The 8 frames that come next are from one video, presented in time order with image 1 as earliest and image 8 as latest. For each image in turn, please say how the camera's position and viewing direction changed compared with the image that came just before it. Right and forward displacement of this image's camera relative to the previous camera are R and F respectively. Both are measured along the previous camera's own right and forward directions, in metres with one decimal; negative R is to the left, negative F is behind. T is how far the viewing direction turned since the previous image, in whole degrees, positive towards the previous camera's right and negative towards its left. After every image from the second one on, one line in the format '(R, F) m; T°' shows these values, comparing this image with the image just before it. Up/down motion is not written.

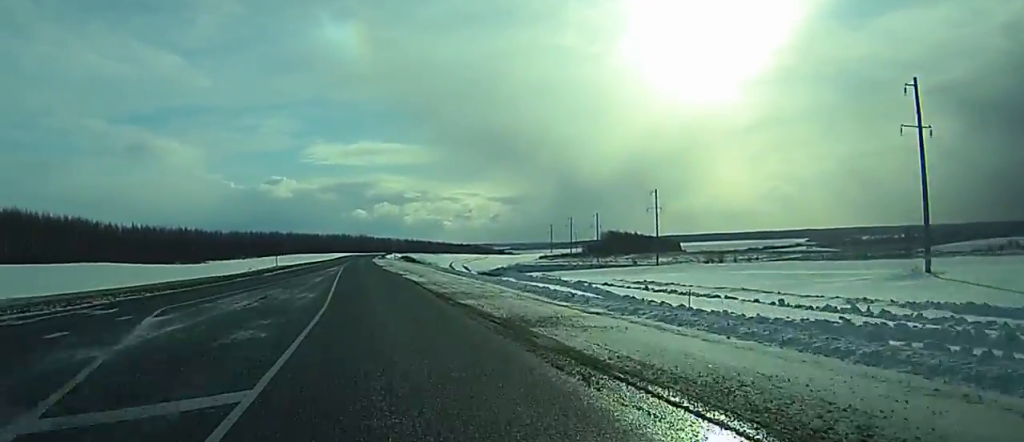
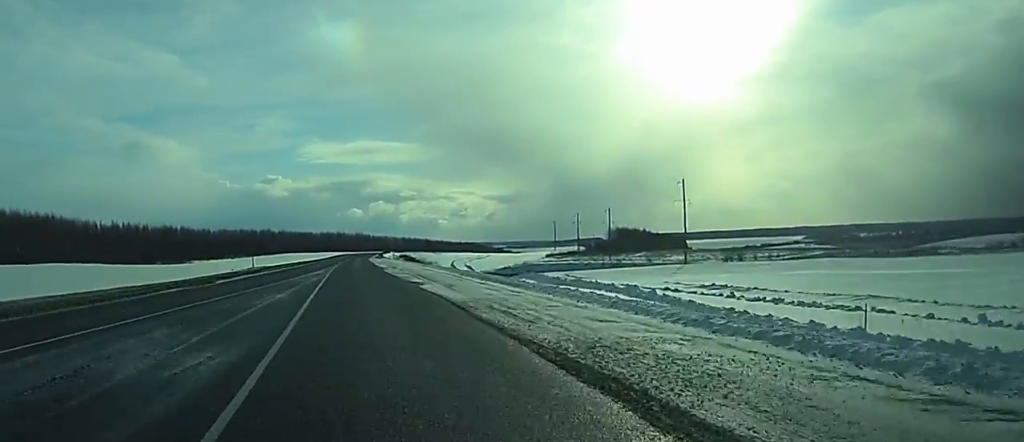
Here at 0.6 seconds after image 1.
(-0.1, +17.2) m; 0°
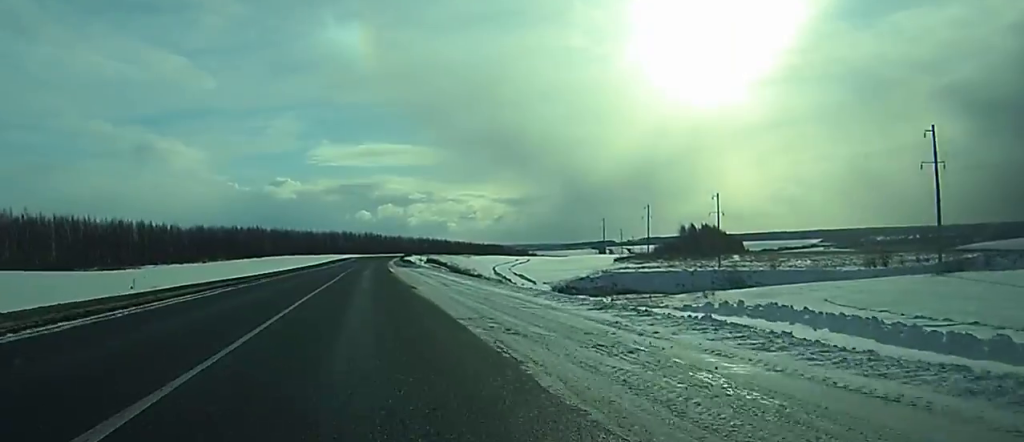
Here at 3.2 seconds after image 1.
(-0.2, +68.9) m; 0°
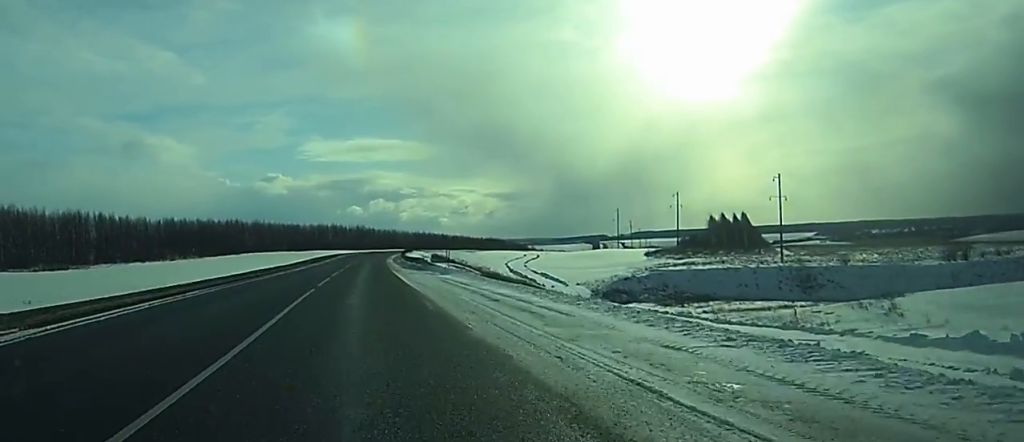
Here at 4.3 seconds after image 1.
(0.0, +30.1) m; 0°
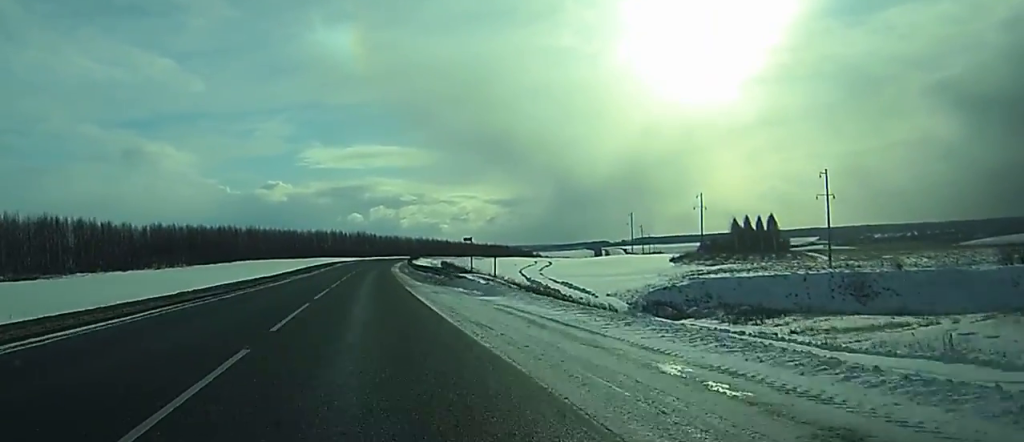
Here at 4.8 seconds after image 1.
(0.0, +15.5) m; 0°
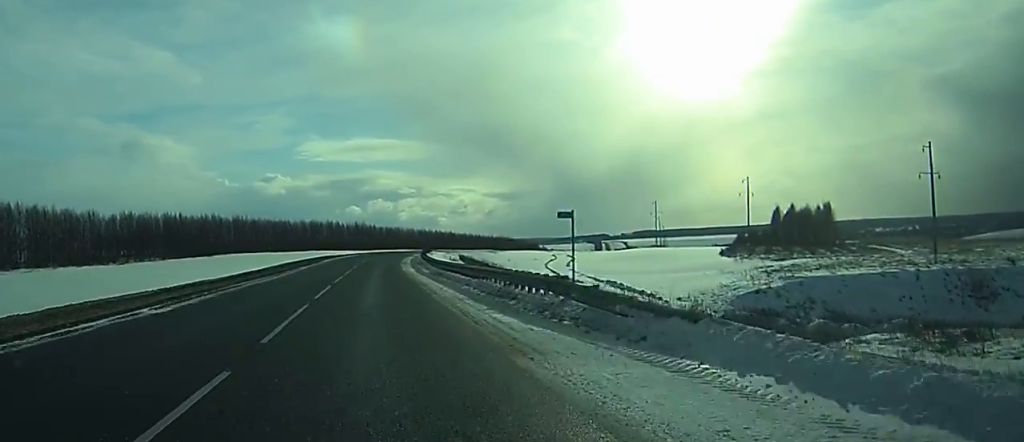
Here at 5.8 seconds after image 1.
(0.0, +26.5) m; 0°
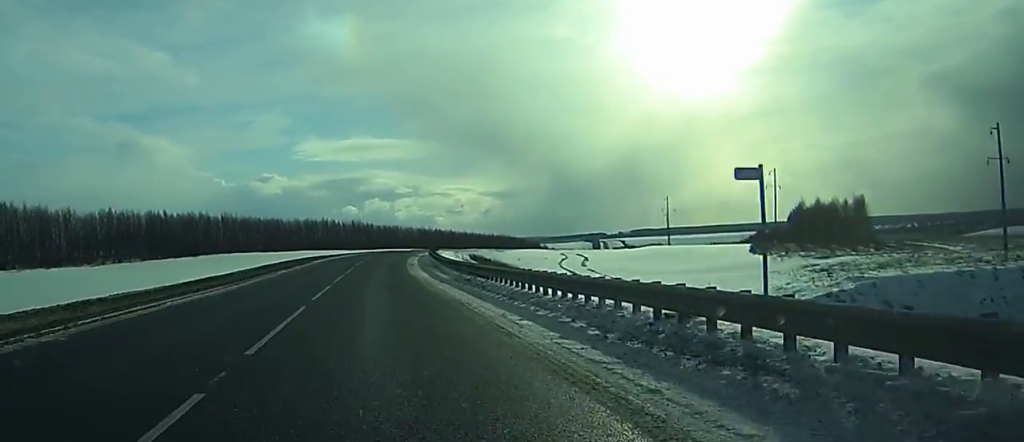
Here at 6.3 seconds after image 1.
(0.0, +13.8) m; 0°
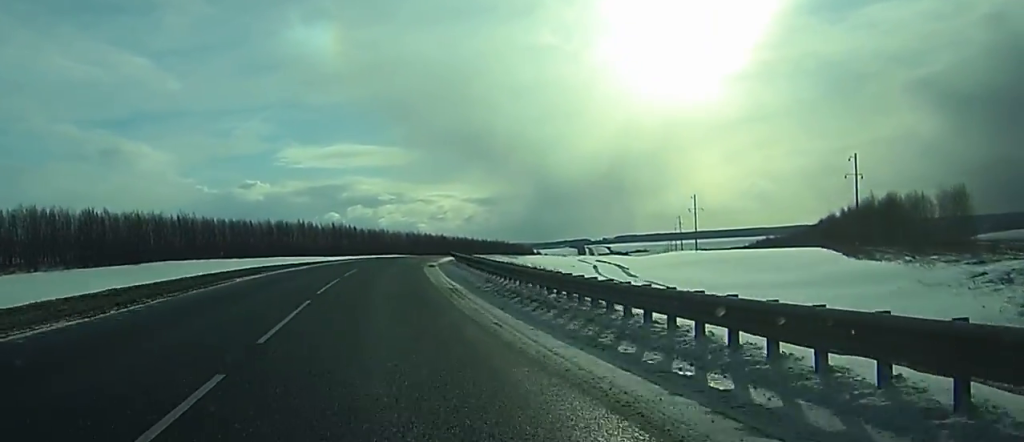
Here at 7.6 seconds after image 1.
(+0.2, +35.0) m; 0°
